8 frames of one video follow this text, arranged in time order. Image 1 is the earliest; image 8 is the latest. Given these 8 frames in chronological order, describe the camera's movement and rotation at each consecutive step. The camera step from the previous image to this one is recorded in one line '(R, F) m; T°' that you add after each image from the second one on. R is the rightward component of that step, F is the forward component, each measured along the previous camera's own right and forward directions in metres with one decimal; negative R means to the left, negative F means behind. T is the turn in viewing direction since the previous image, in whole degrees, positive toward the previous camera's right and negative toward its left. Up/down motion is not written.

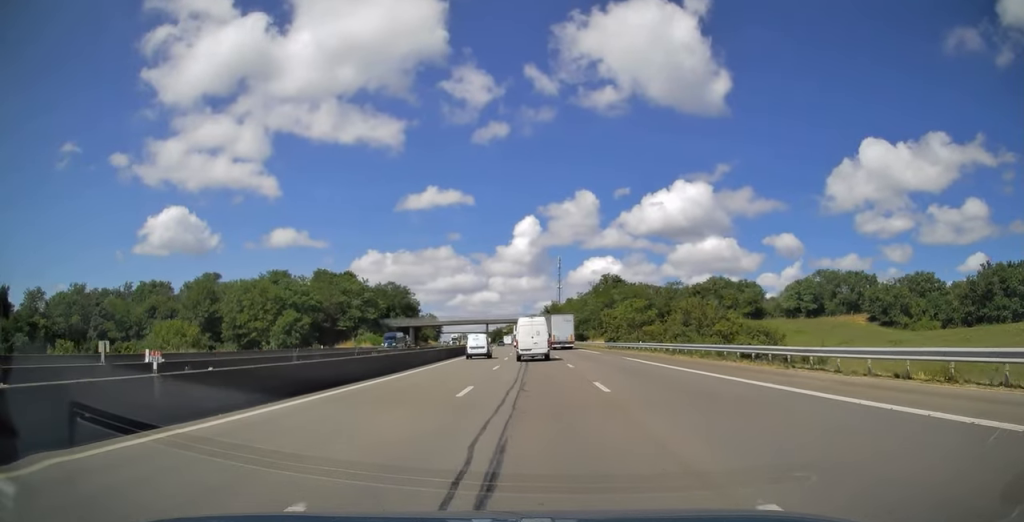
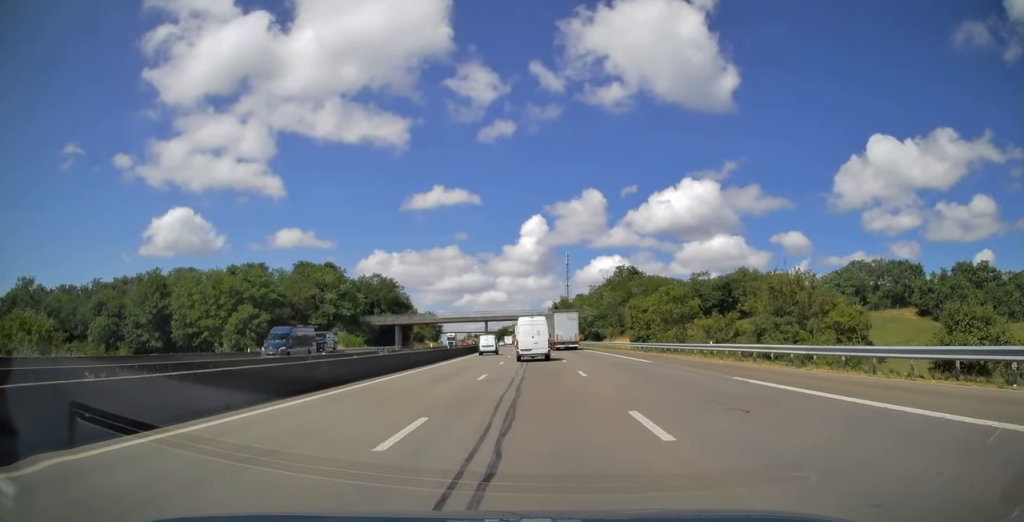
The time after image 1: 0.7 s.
(0.0, +19.9) m; -1°
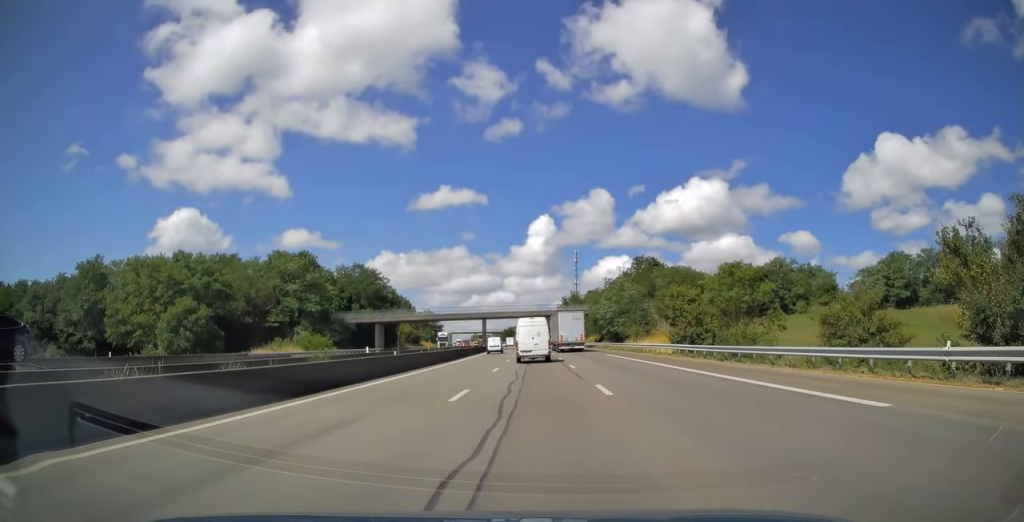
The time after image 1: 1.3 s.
(+0.1, +19.4) m; -1°
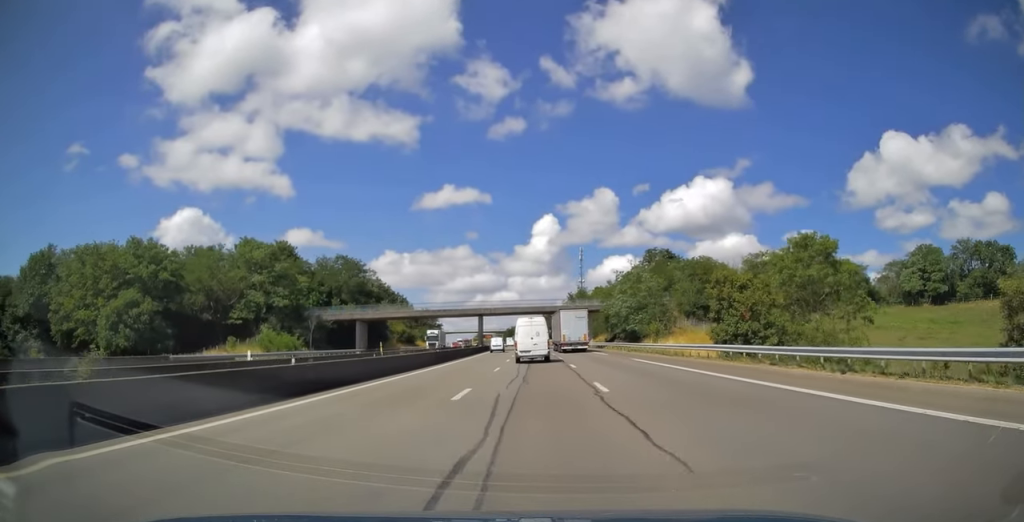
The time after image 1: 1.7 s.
(-0.3, +12.5) m; 0°
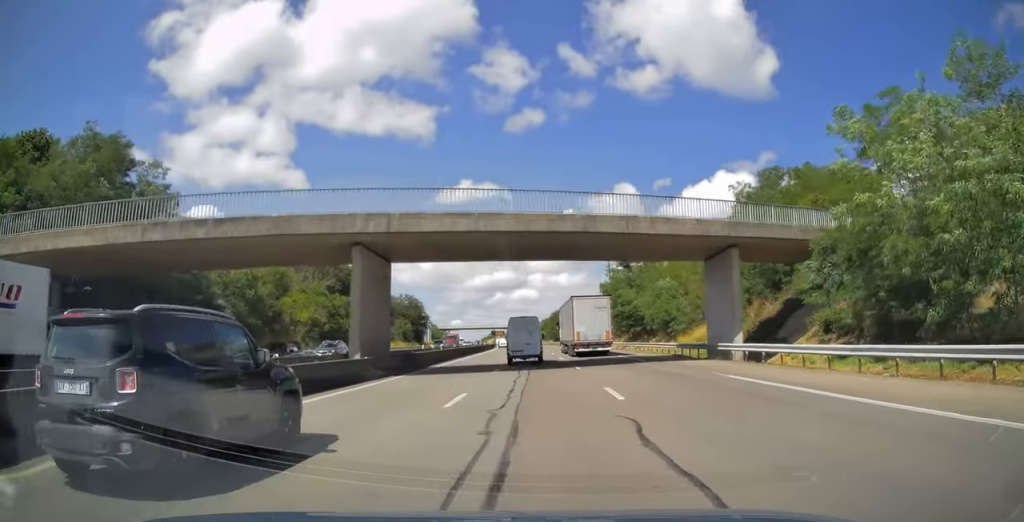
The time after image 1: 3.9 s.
(-0.6, +66.0) m; -2°
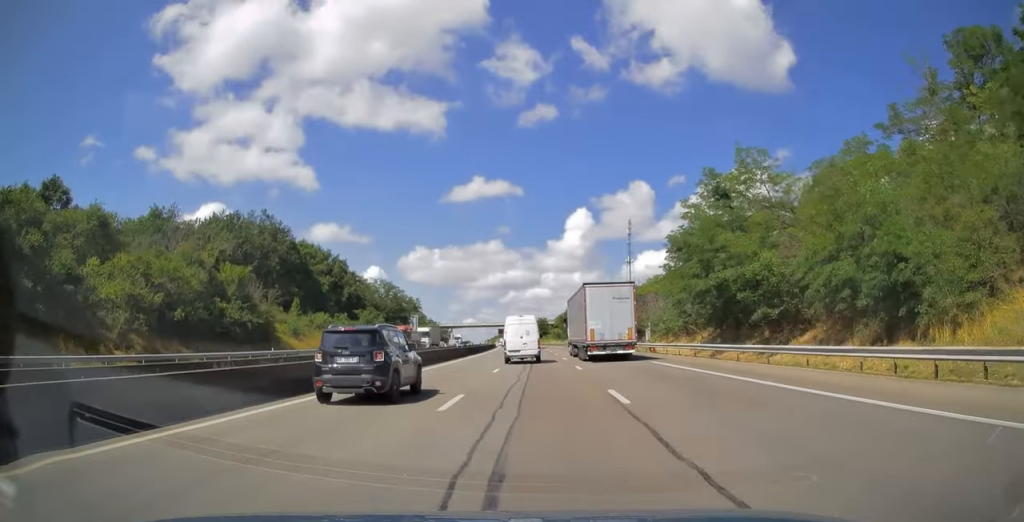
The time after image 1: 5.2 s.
(-0.6, +39.1) m; -1°
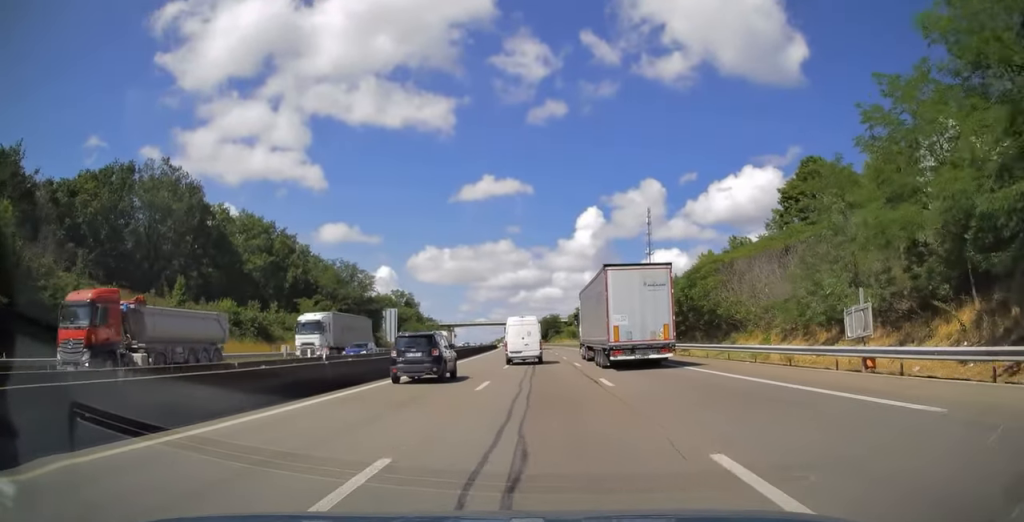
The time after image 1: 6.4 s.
(-0.2, +33.7) m; -1°
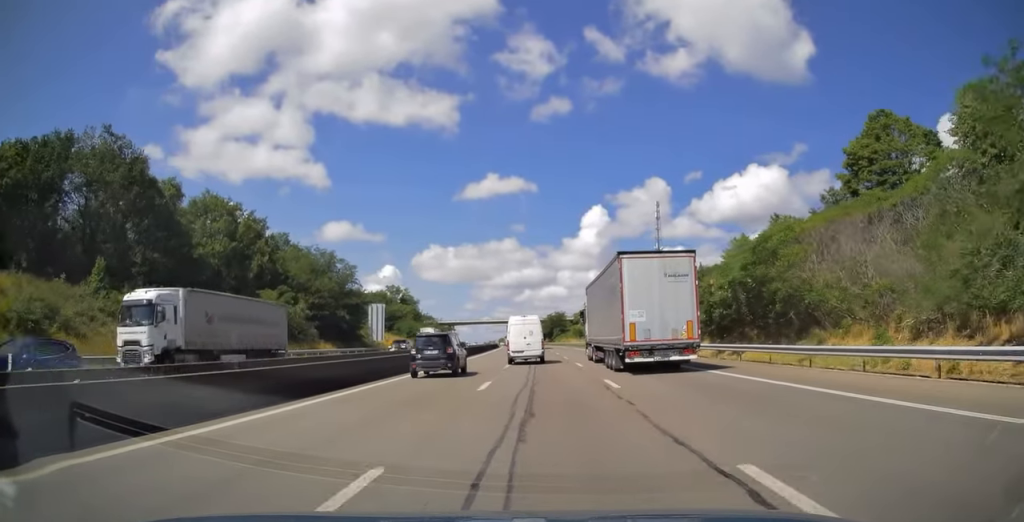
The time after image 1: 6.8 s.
(-0.2, +13.6) m; 0°
